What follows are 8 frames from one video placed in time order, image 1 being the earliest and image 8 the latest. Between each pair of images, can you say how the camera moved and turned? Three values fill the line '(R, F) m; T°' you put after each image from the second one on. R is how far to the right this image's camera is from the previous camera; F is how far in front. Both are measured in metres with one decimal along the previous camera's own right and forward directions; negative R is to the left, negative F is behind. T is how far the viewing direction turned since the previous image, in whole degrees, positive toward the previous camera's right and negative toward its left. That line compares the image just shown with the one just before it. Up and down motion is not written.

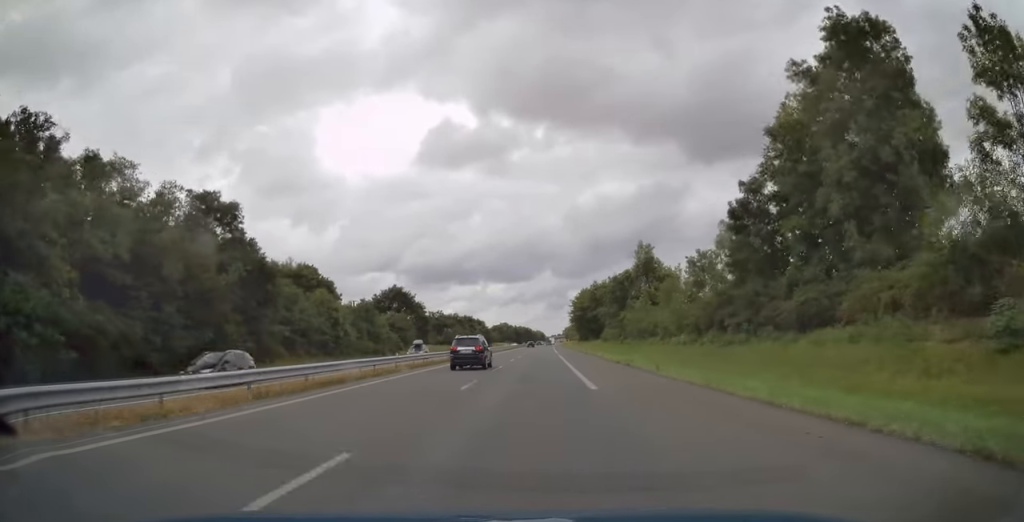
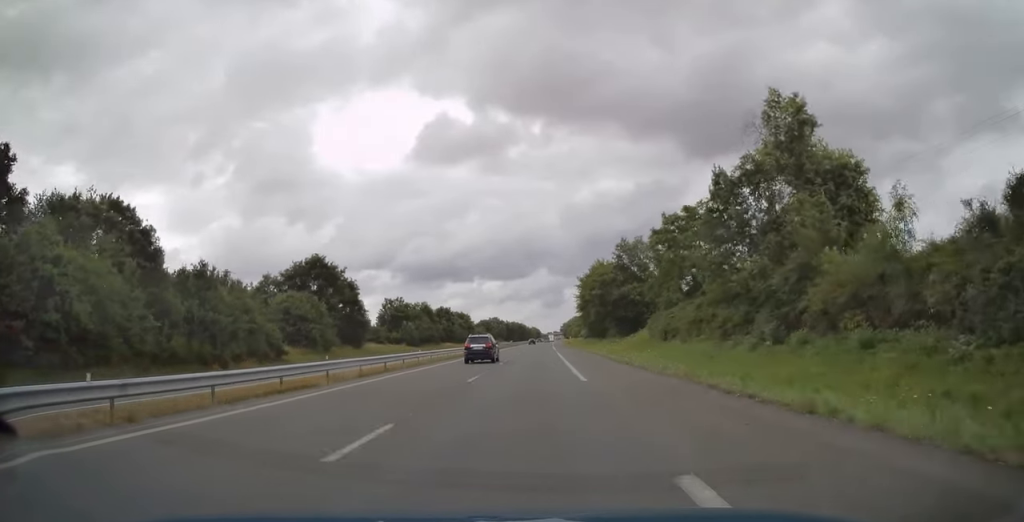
(+0.5, +49.5) m; +1°
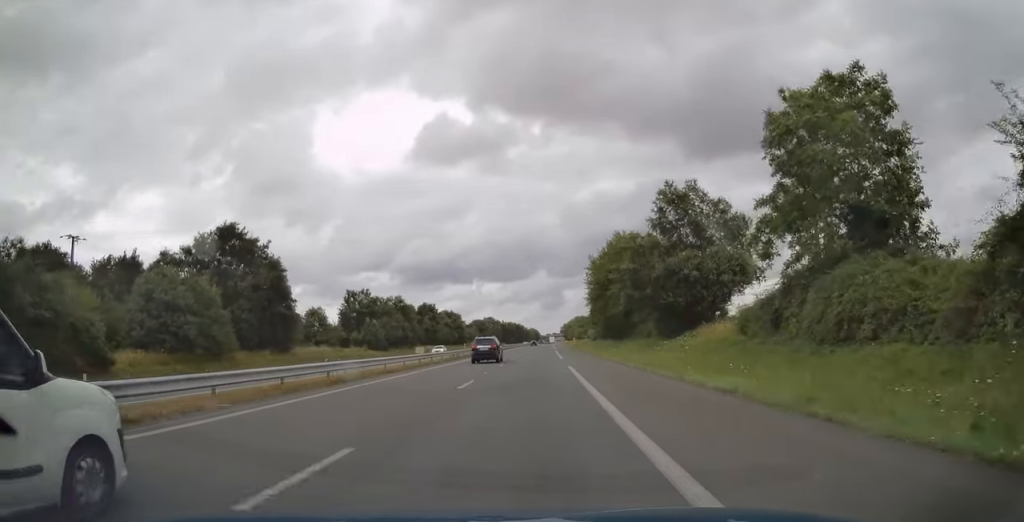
(0.0, +28.0) m; 0°
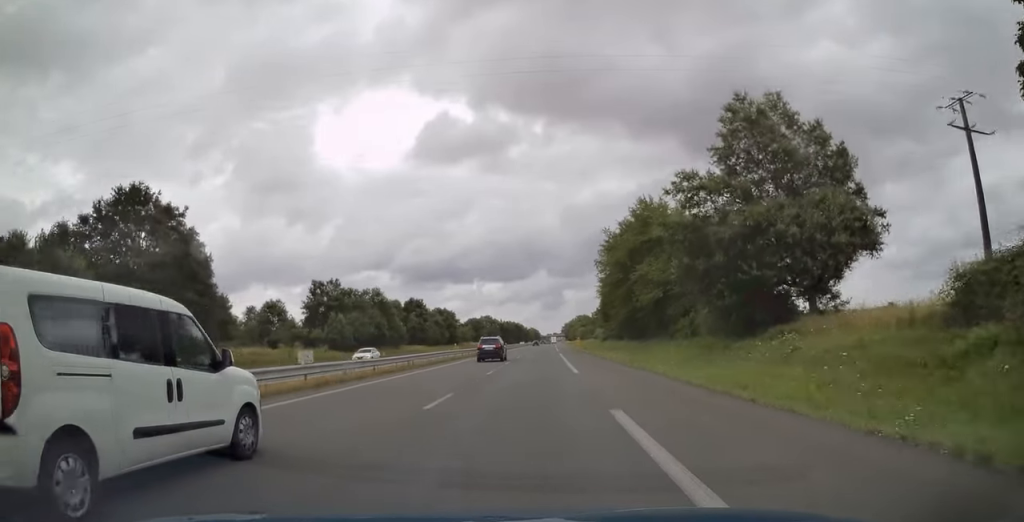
(0.0, +18.3) m; 0°
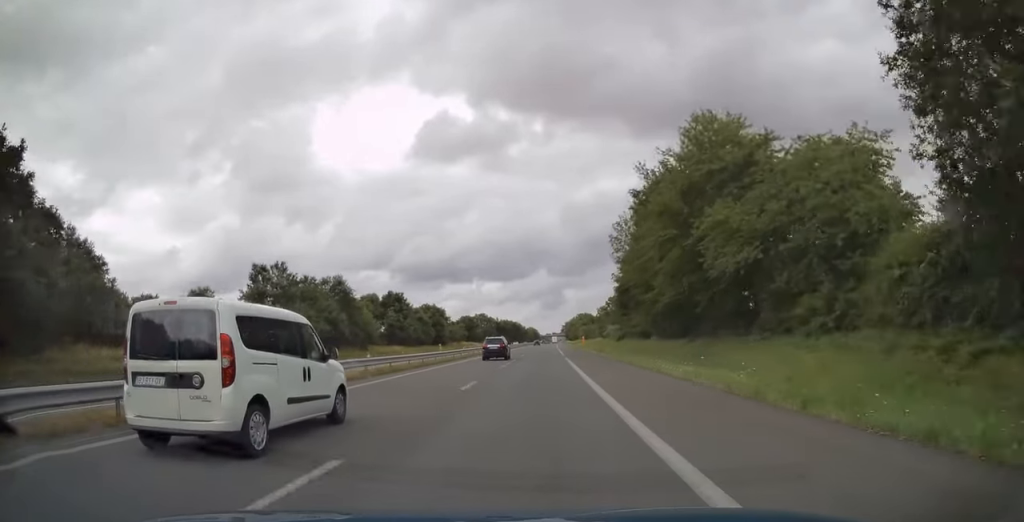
(+0.1, +21.5) m; 0°
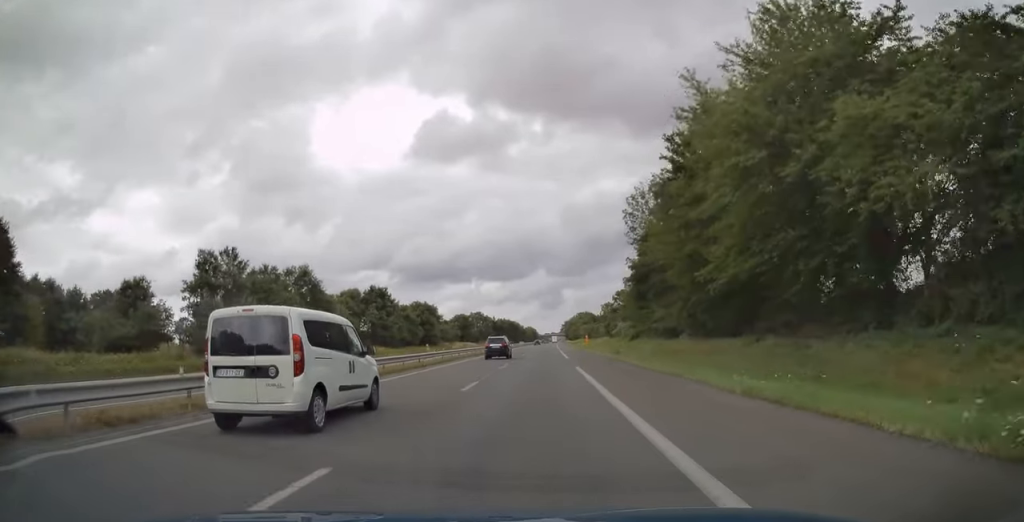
(-0.1, +13.5) m; 0°
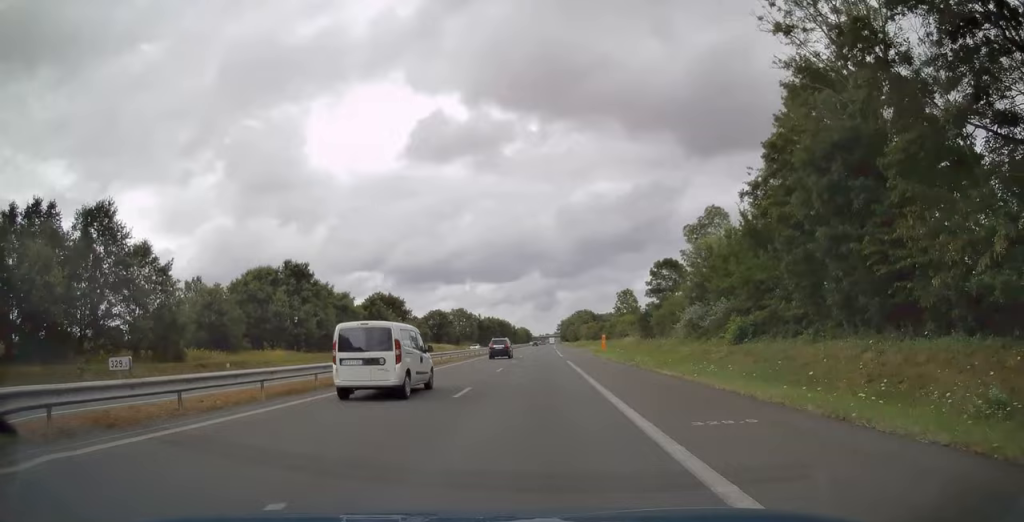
(+0.1, +40.4) m; +1°
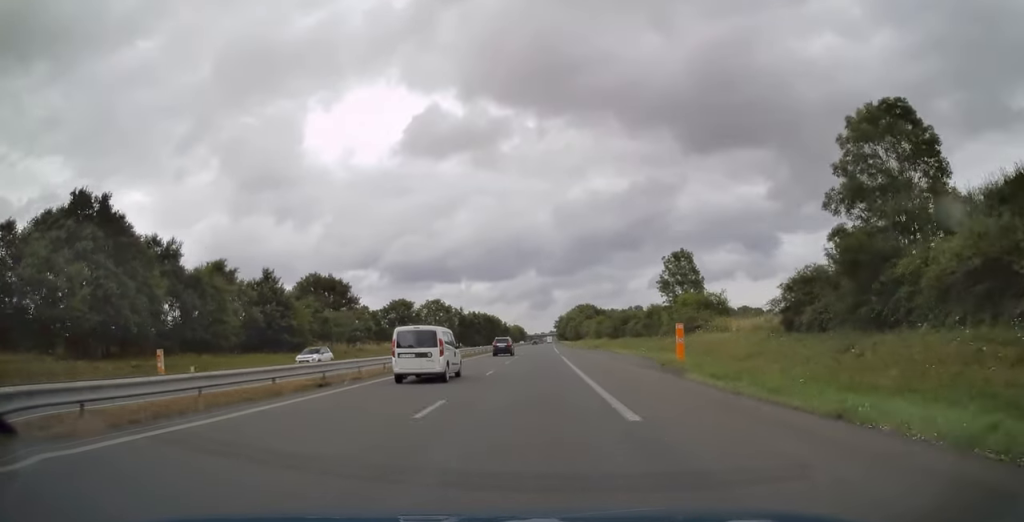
(+0.2, +43.0) m; +1°
